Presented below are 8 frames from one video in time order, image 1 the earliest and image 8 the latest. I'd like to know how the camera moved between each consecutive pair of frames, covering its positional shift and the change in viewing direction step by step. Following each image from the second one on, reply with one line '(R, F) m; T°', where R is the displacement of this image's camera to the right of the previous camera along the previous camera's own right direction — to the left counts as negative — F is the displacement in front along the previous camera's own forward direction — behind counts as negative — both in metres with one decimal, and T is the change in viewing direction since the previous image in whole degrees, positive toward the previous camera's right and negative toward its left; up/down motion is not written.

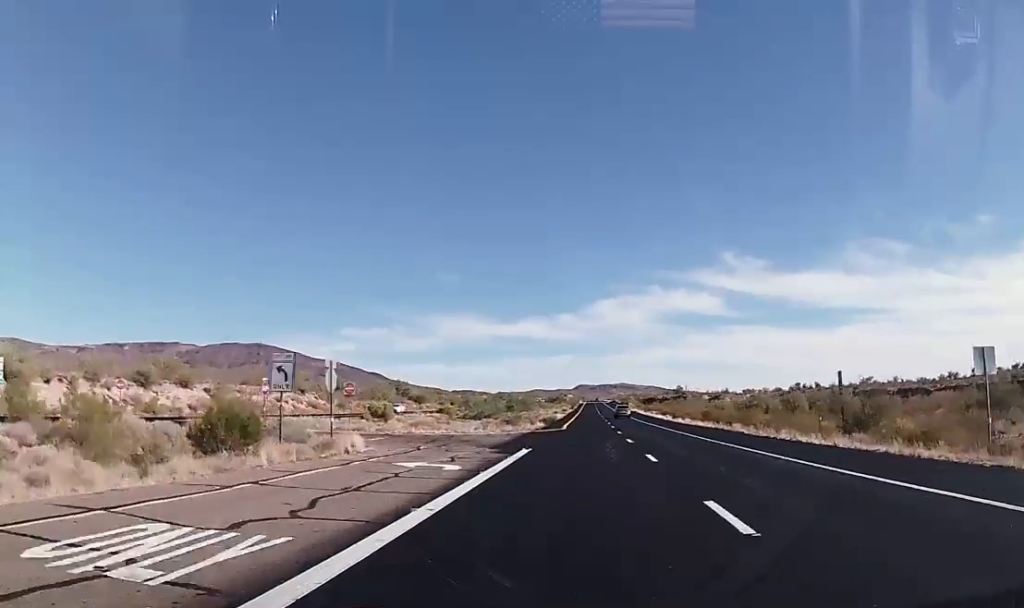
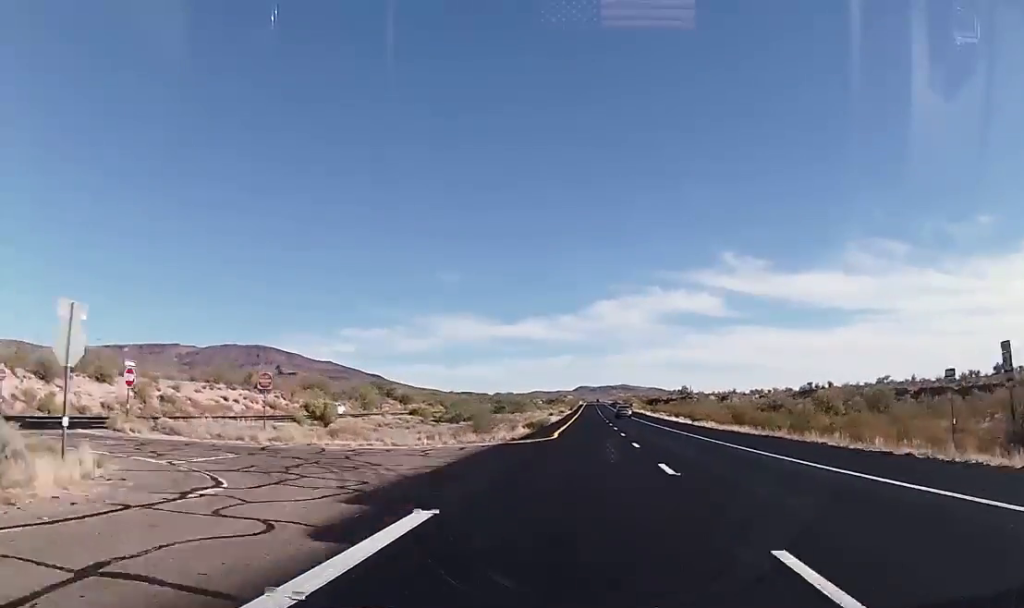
(-0.1, +16.3) m; 0°
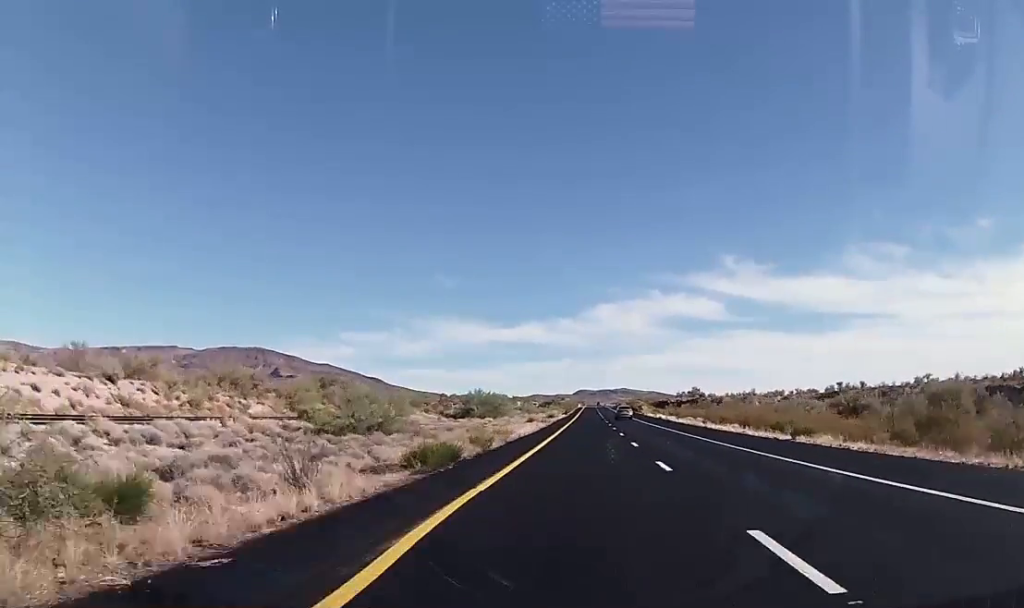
(+0.1, +35.0) m; 0°
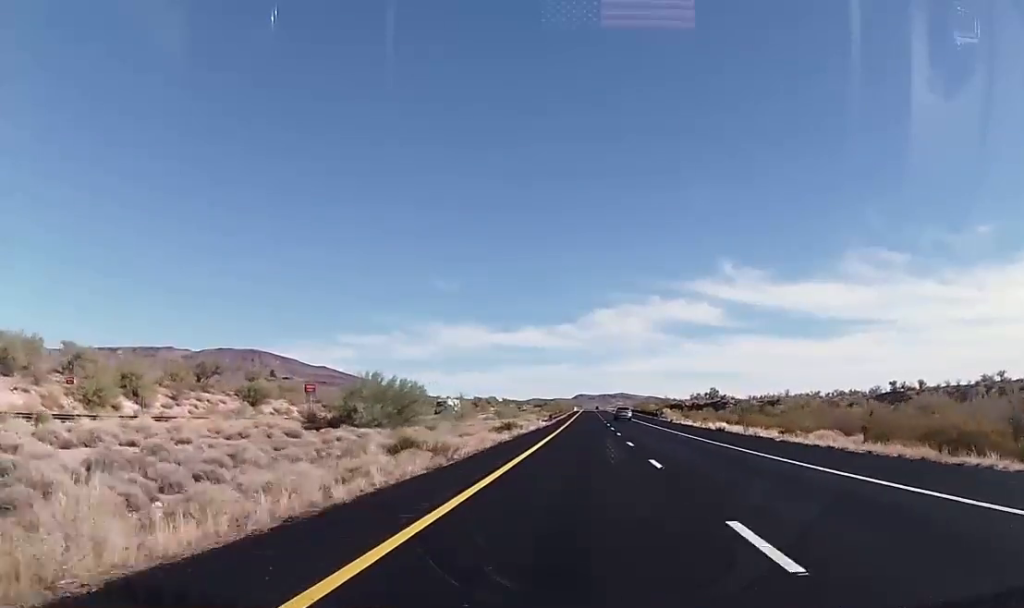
(0.0, +48.6) m; -1°
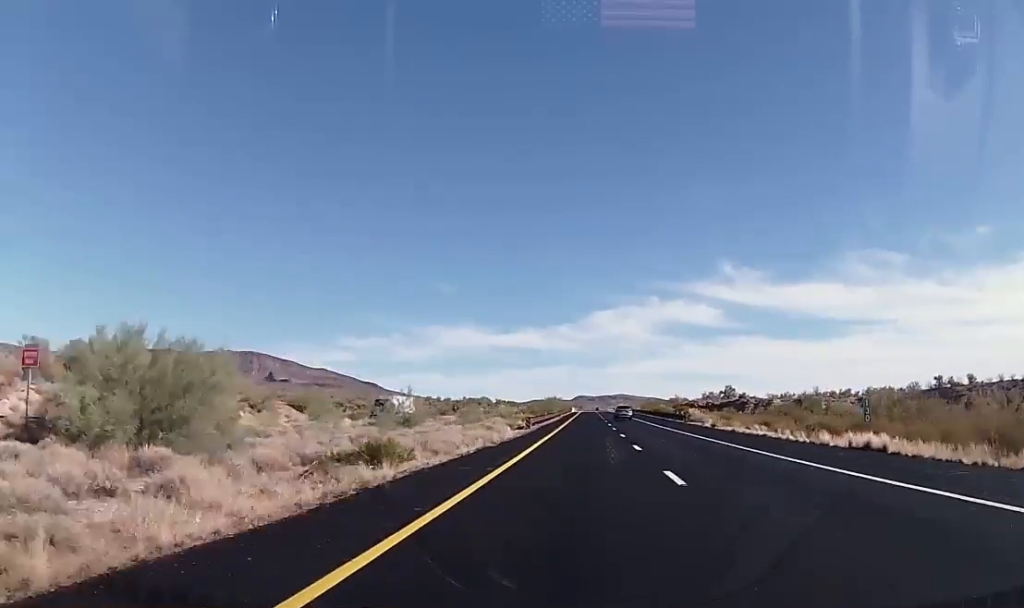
(-0.2, +28.7) m; 0°
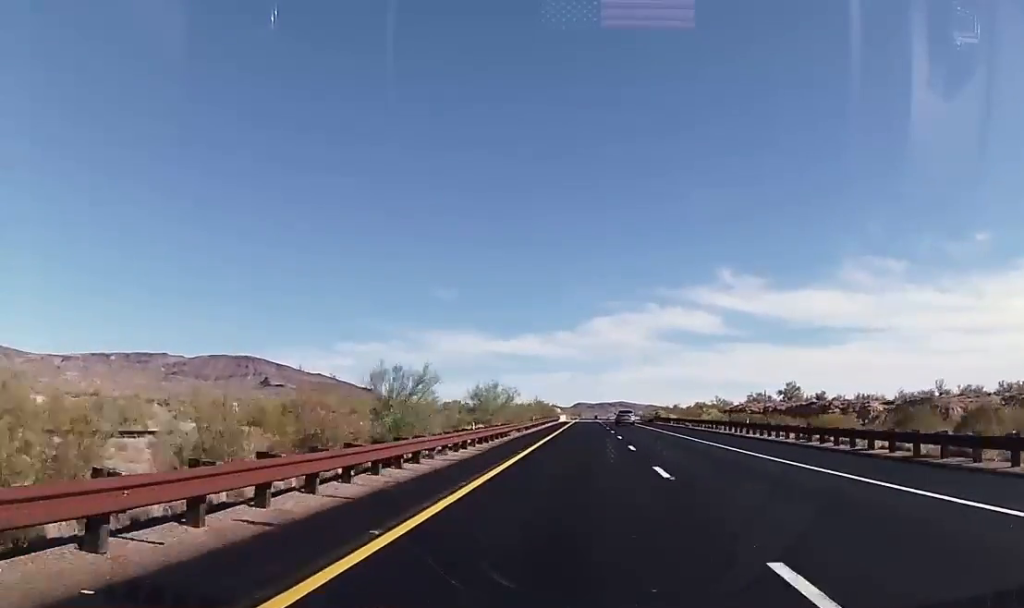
(+0.4, +70.9) m; +1°
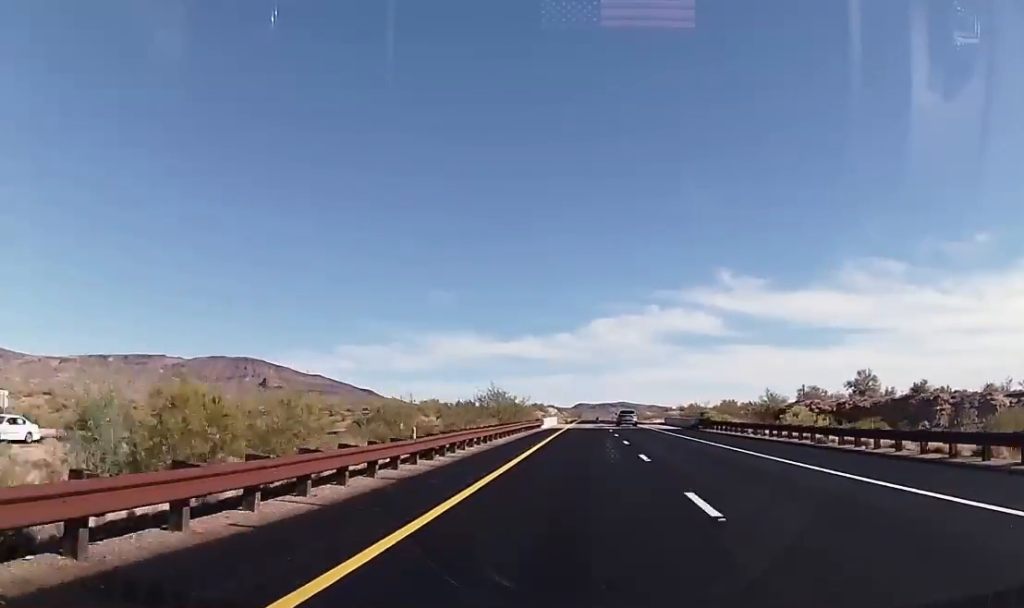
(0.0, +42.2) m; 0°
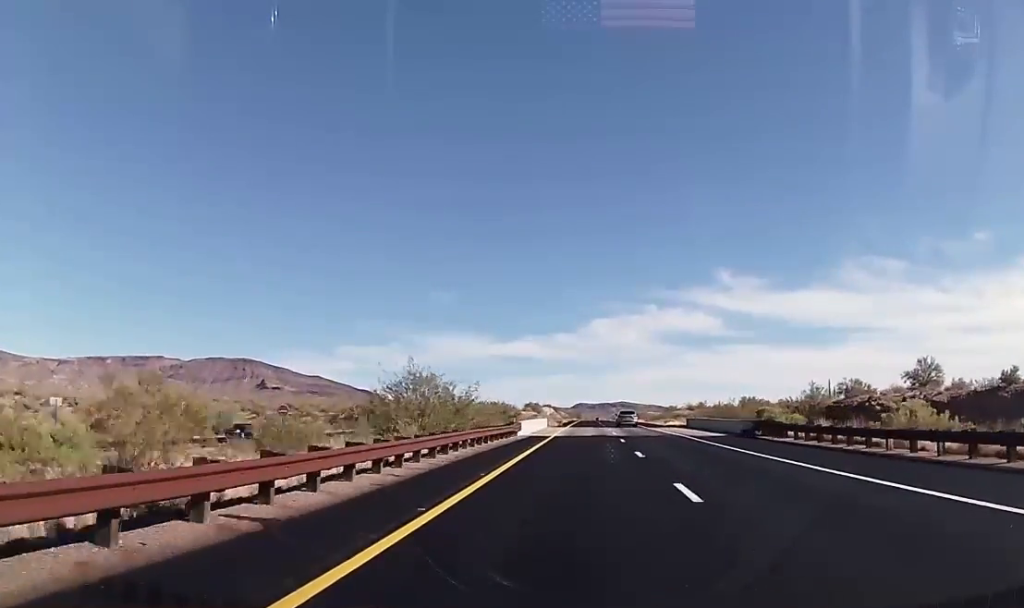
(0.0, +22.3) m; 0°
